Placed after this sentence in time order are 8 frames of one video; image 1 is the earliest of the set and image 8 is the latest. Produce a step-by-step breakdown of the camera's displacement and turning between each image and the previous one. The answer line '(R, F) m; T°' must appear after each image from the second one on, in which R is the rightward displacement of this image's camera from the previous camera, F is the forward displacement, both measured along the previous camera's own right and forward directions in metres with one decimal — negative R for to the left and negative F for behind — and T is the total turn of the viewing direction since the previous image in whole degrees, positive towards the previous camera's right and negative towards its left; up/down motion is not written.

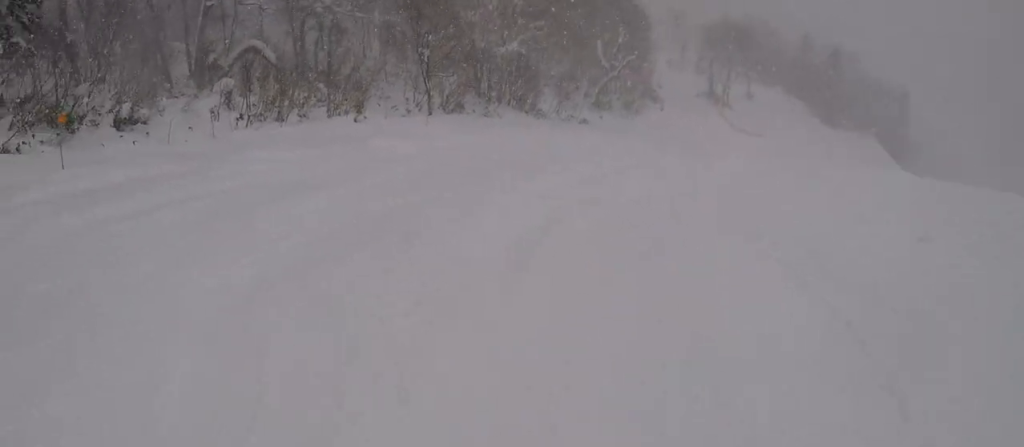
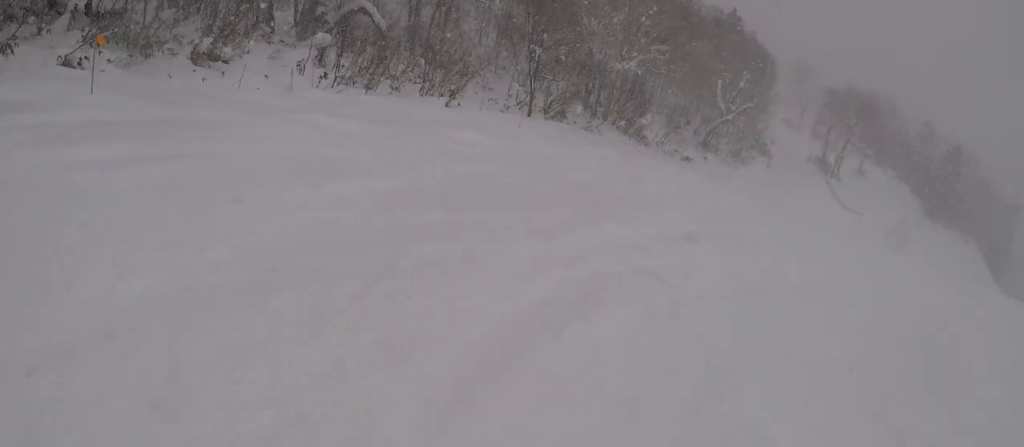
(+0.3, +2.1) m; +4°
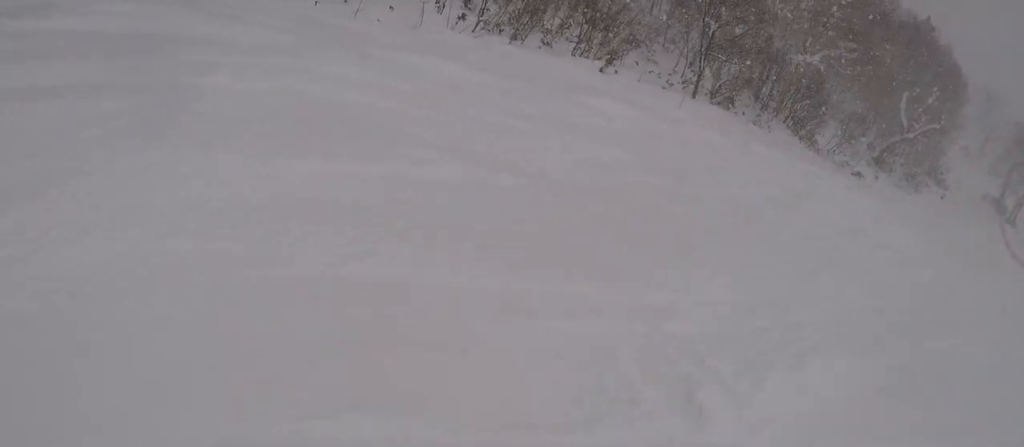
(-0.3, +3.7) m; -18°
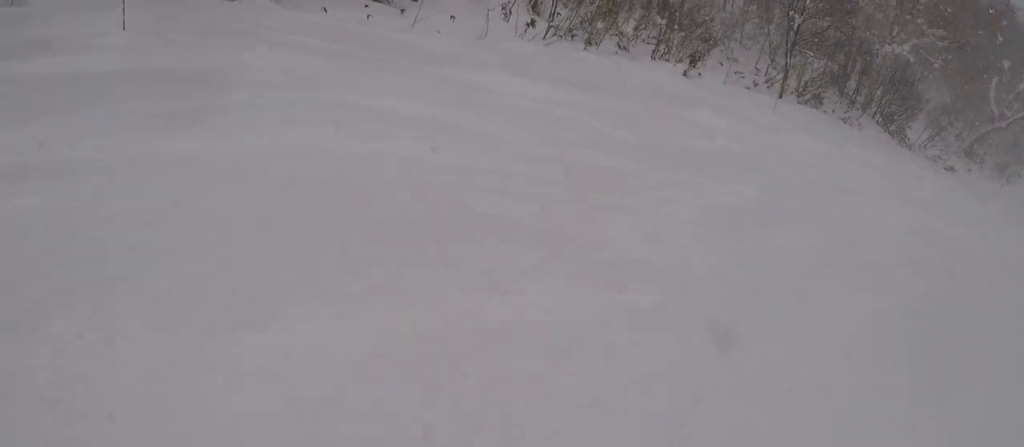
(-0.1, +2.2) m; -6°
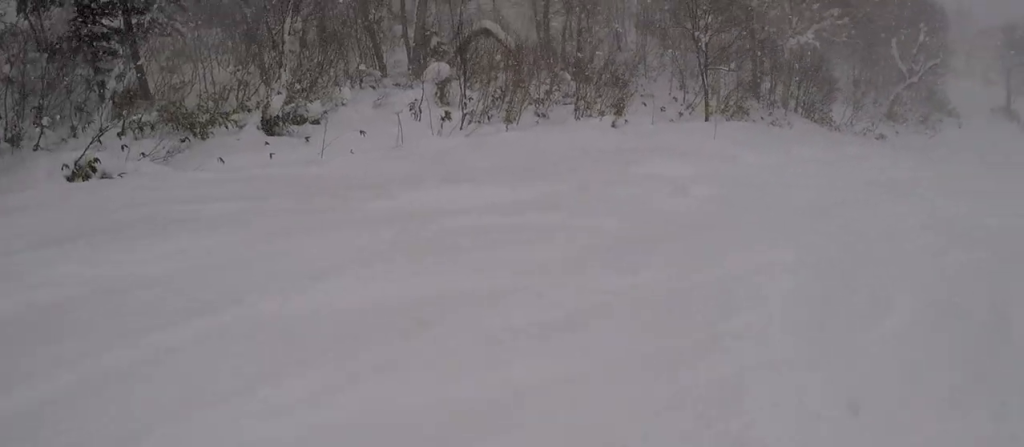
(-0.8, +2.2) m; +2°
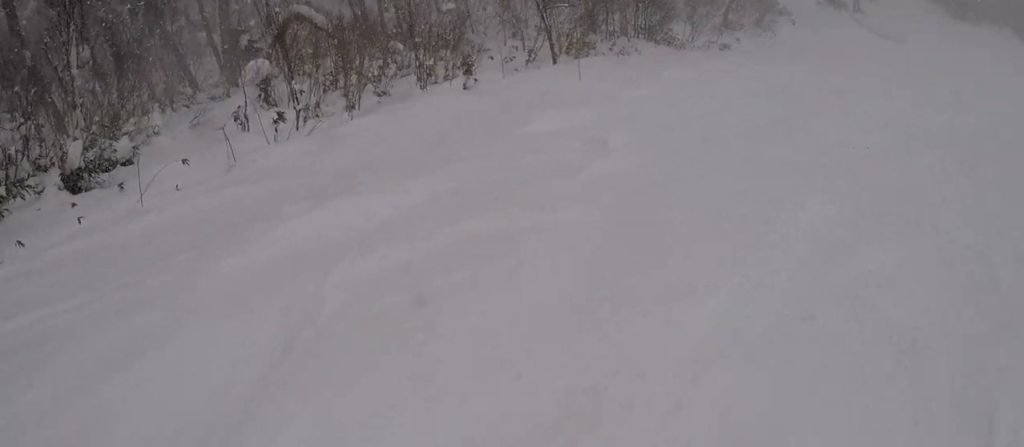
(-0.5, +2.4) m; +7°
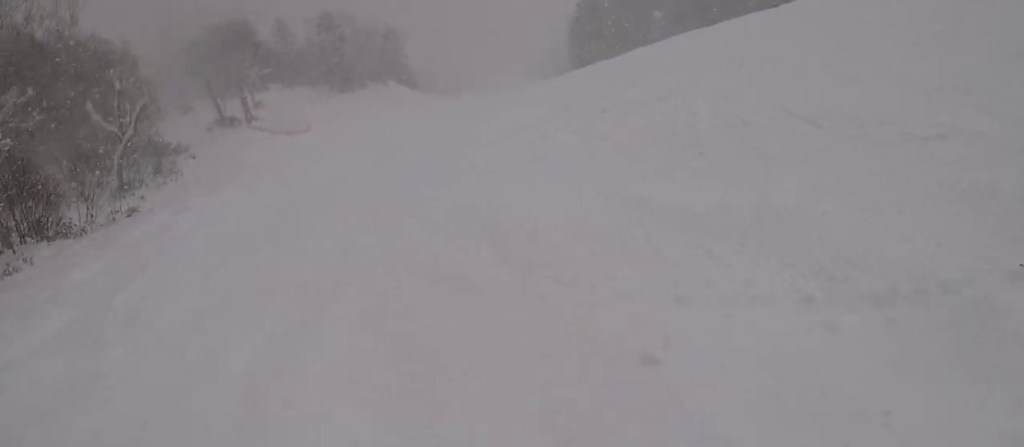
(+4.6, +6.3) m; +52°
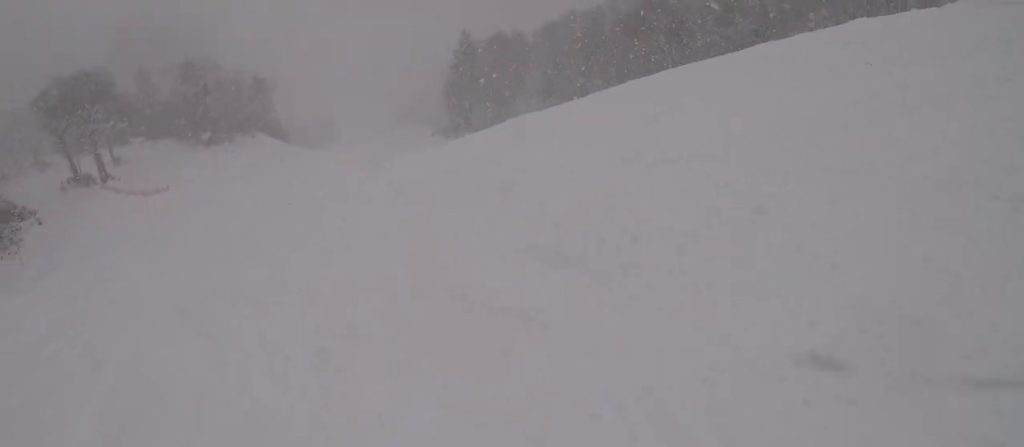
(+0.8, +5.8) m; +8°
